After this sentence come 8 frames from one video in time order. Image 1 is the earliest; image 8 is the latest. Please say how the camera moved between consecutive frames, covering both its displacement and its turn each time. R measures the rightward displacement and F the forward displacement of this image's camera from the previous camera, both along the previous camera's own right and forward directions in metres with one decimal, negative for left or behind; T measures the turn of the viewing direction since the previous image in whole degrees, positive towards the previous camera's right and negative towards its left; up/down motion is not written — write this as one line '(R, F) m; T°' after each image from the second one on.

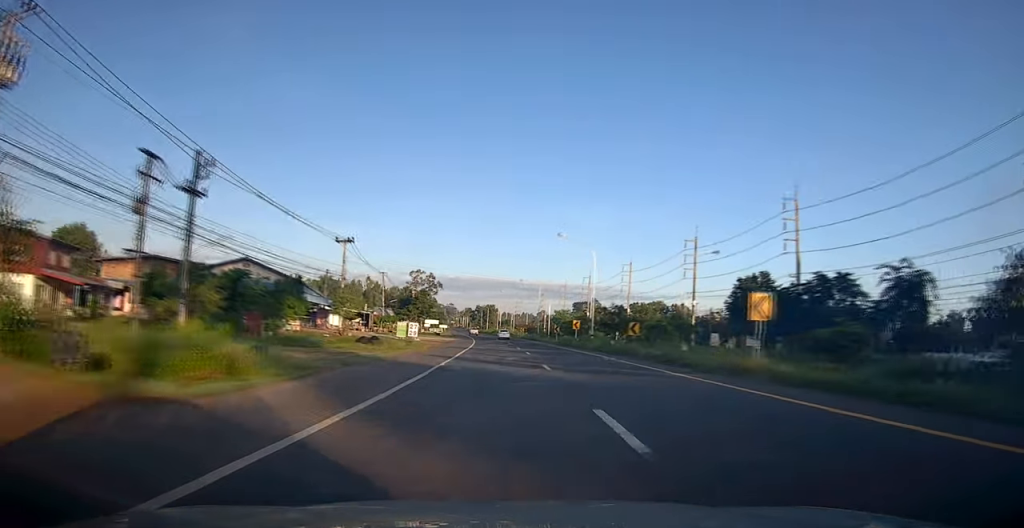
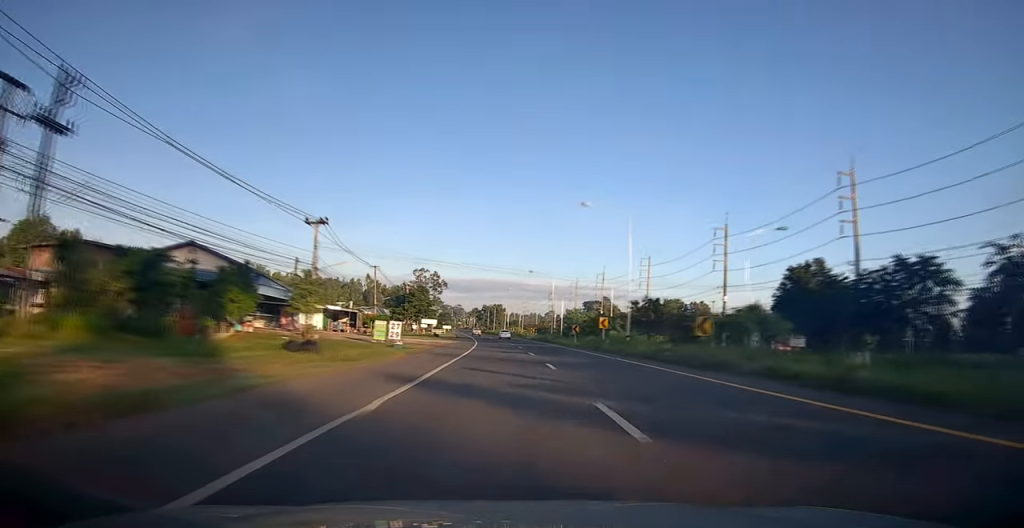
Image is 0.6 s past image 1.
(-0.2, +11.4) m; -1°
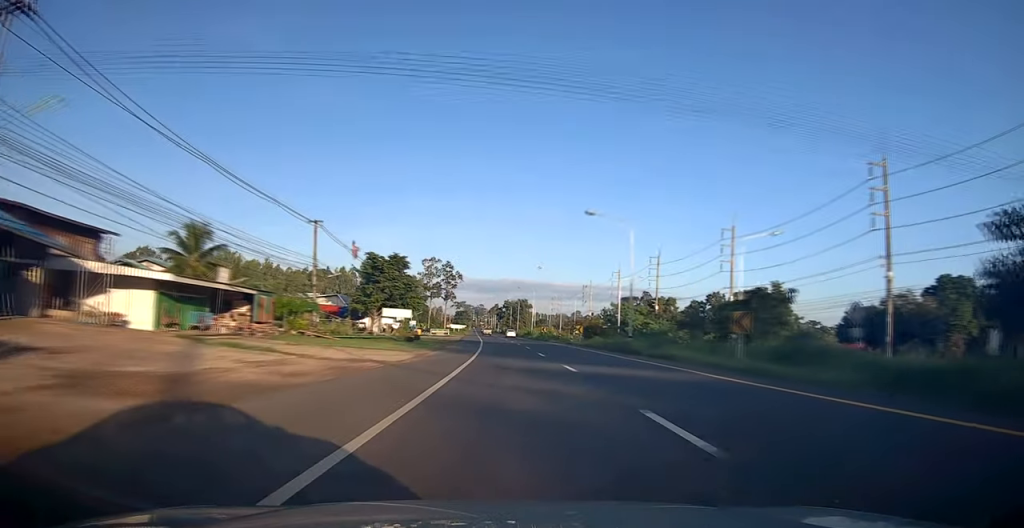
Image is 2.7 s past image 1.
(-1.0, +37.2) m; -2°
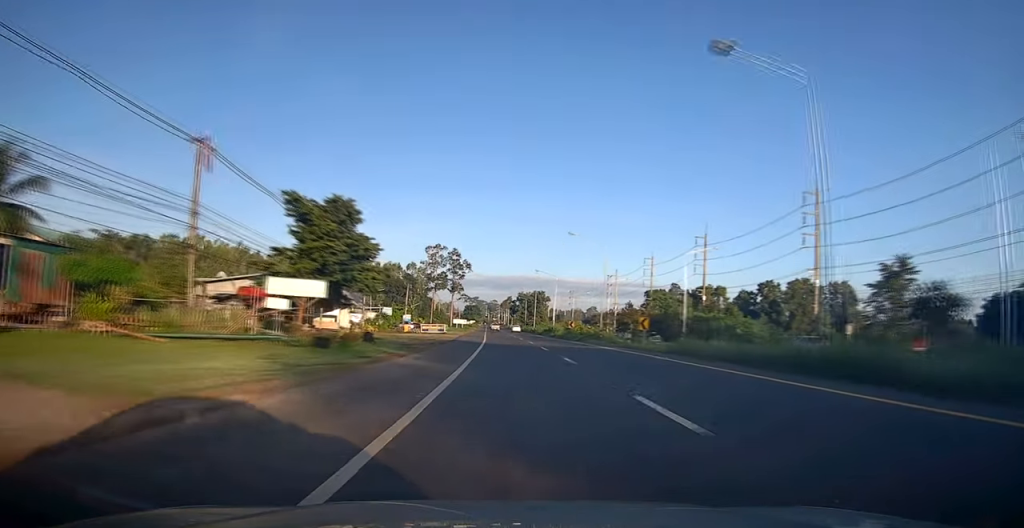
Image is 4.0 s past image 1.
(-0.1, +23.0) m; -1°
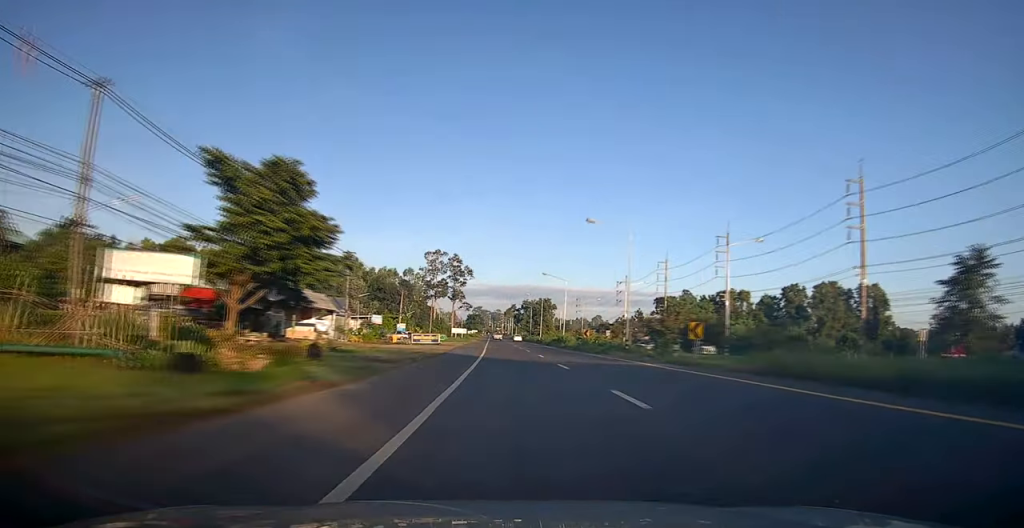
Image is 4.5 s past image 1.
(0.0, +9.4) m; -1°
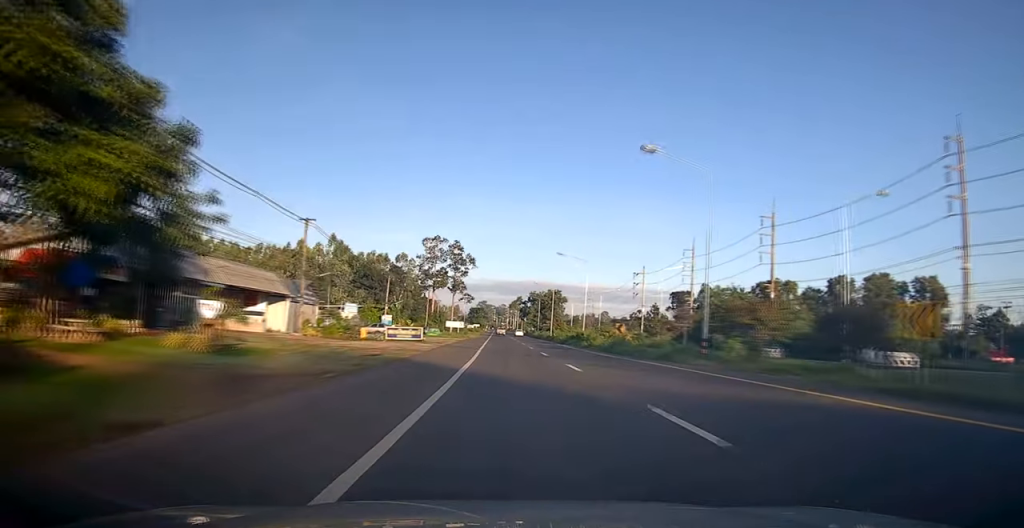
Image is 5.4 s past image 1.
(-0.1, +15.1) m; -1°
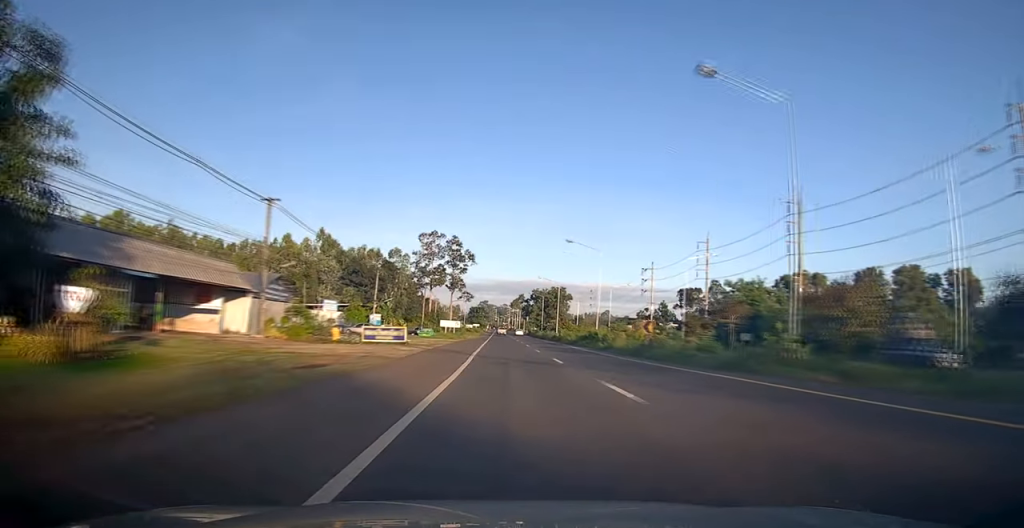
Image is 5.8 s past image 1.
(-0.2, +8.0) m; 0°
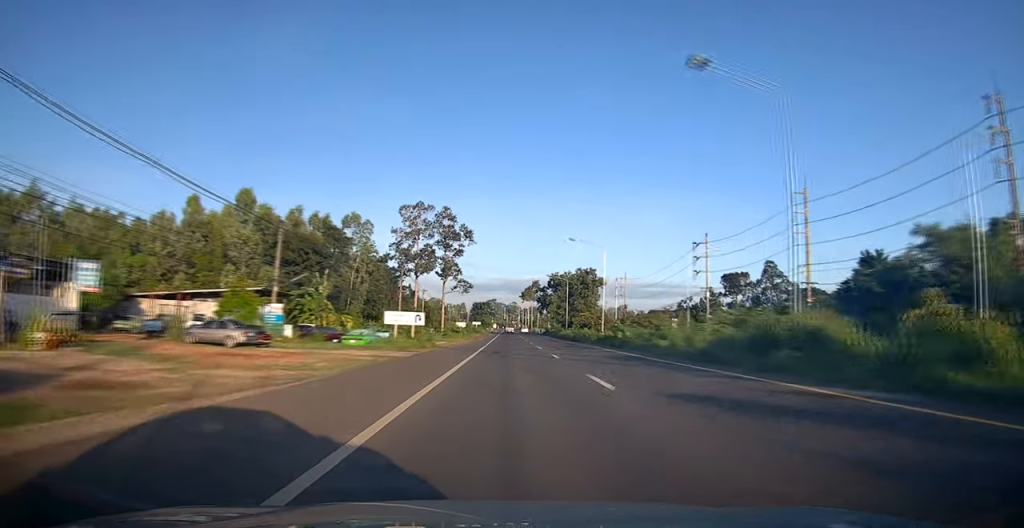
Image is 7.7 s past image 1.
(-0.1, +34.9) m; 0°
